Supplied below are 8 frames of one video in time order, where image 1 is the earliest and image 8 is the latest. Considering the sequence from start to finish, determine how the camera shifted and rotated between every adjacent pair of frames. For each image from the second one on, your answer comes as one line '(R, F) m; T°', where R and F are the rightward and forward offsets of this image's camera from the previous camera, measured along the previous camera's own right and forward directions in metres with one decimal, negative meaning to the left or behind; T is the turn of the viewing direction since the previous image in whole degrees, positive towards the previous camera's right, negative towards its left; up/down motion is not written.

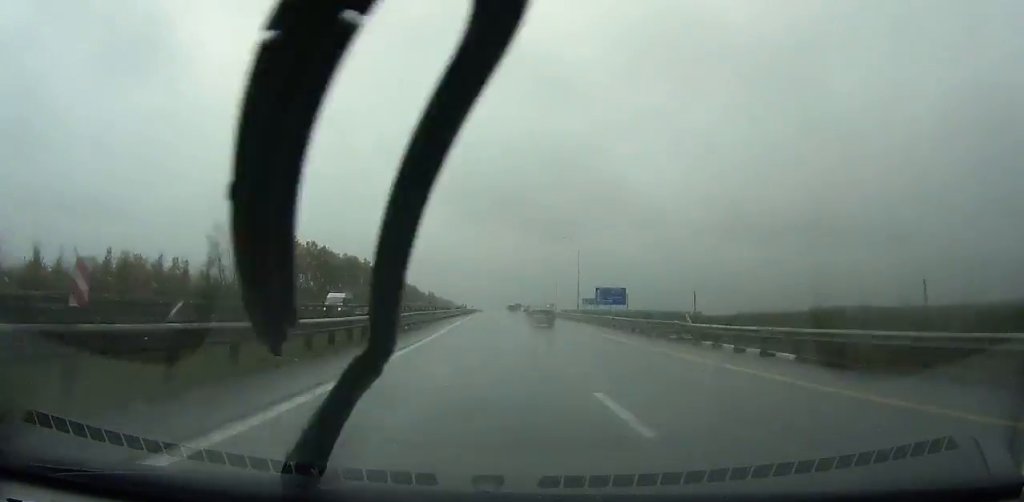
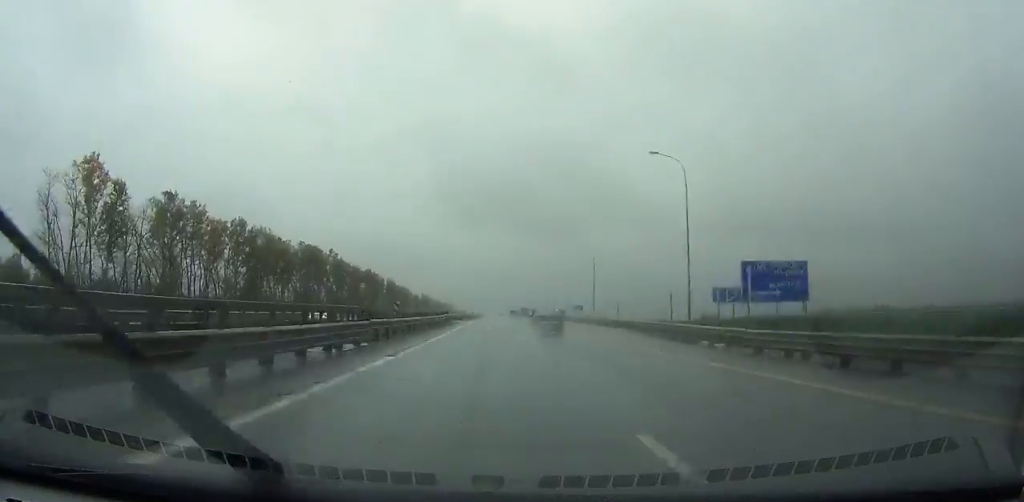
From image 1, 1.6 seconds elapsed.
(-0.1, +50.7) m; 0°
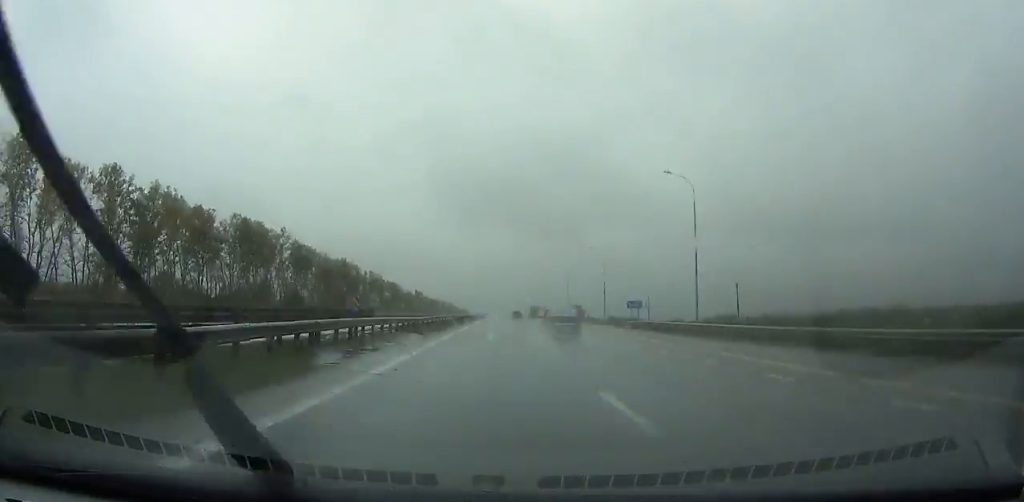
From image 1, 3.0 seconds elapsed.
(0.0, +44.0) m; 0°
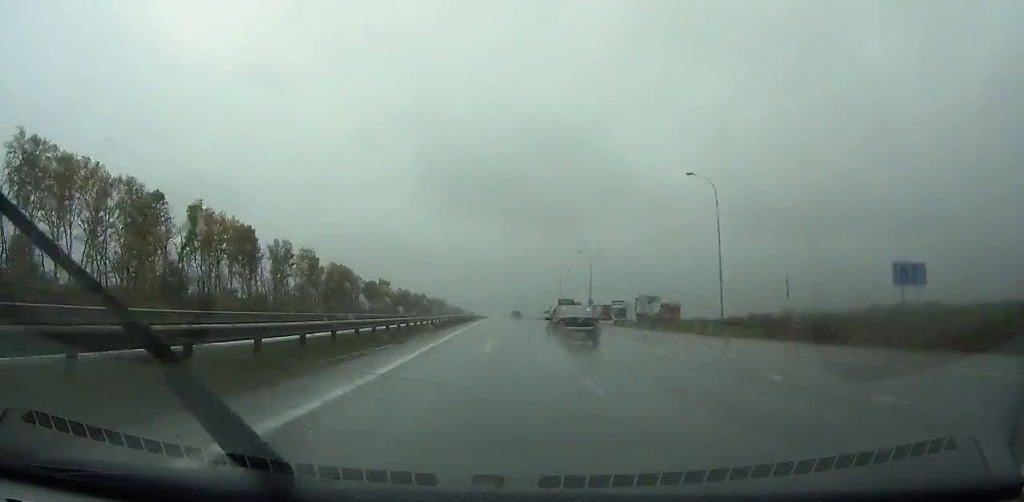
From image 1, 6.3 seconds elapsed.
(-0.5, +100.1) m; 0°
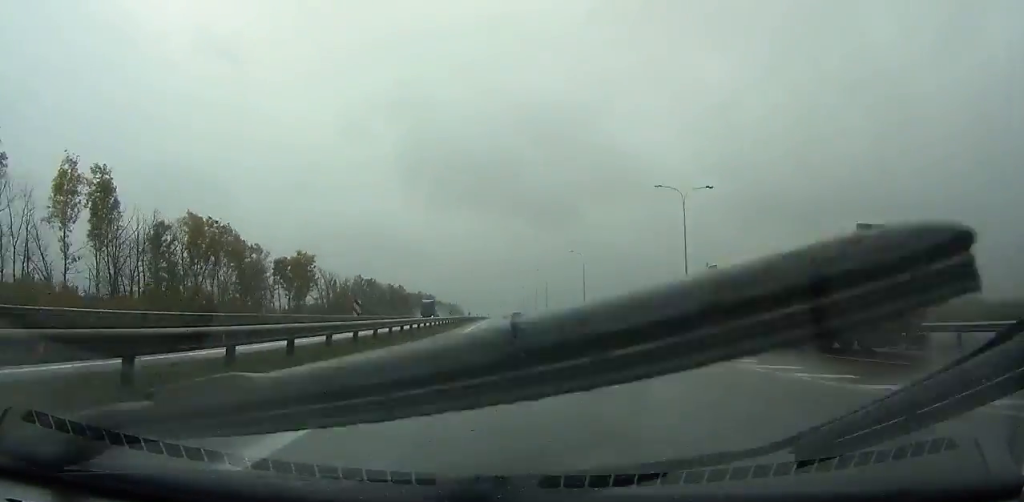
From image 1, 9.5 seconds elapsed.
(-0.1, +94.7) m; 0°
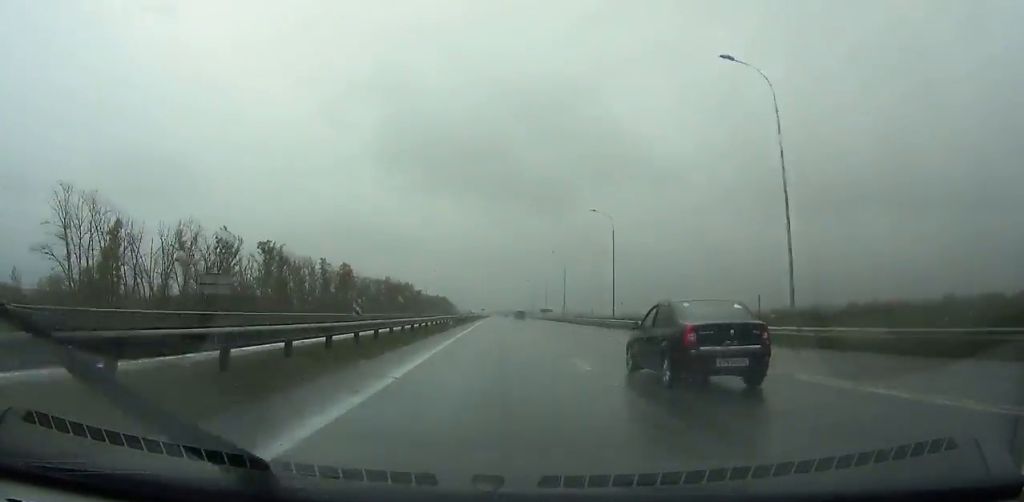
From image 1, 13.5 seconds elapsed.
(-0.1, +117.5) m; 0°
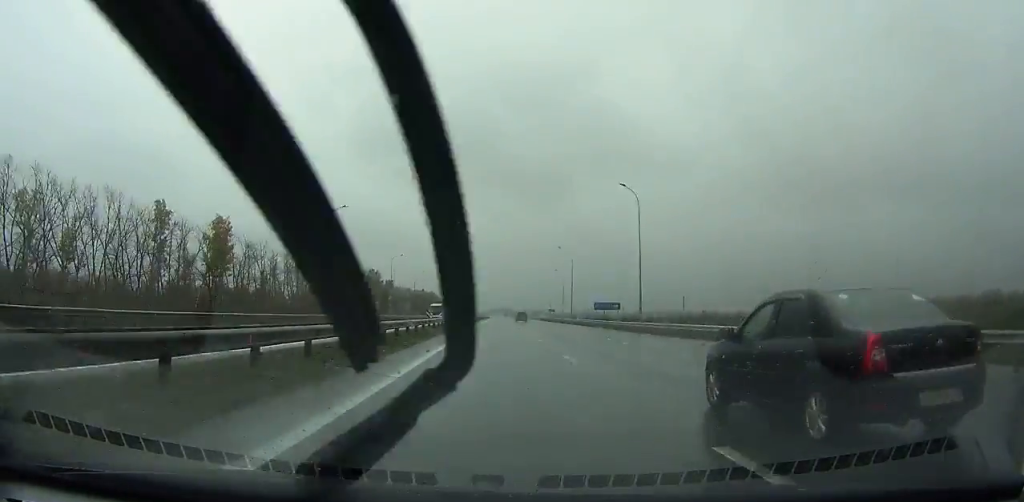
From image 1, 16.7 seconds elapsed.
(+0.1, +94.7) m; 0°
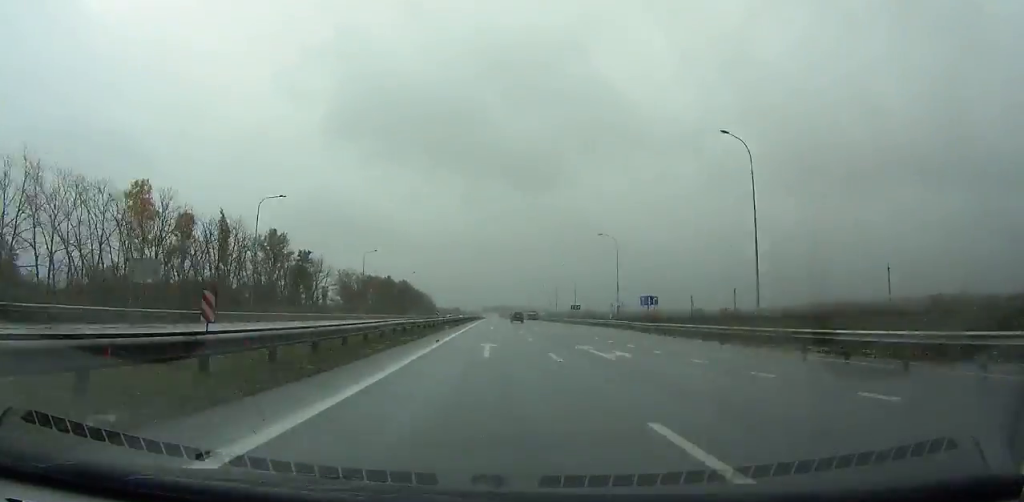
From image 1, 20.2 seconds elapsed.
(+0.4, +105.4) m; 0°
